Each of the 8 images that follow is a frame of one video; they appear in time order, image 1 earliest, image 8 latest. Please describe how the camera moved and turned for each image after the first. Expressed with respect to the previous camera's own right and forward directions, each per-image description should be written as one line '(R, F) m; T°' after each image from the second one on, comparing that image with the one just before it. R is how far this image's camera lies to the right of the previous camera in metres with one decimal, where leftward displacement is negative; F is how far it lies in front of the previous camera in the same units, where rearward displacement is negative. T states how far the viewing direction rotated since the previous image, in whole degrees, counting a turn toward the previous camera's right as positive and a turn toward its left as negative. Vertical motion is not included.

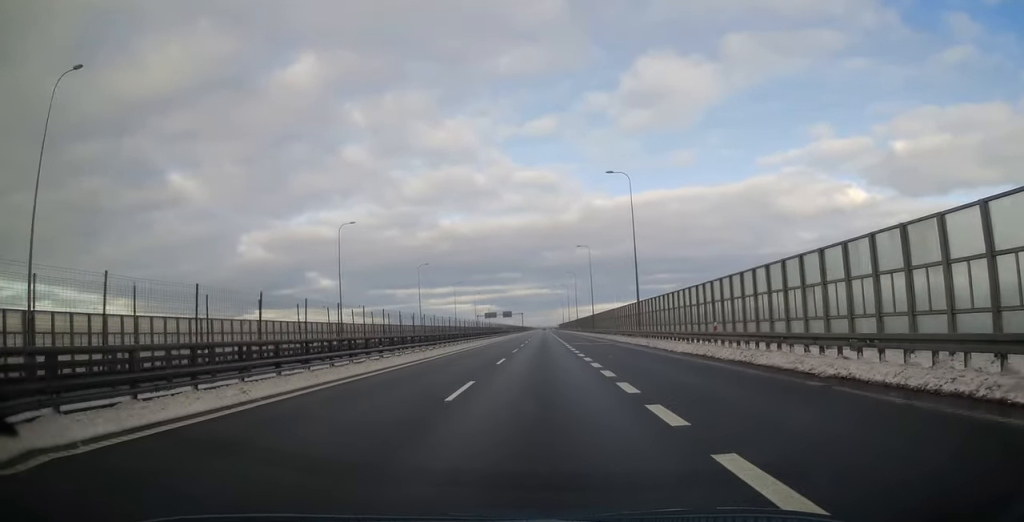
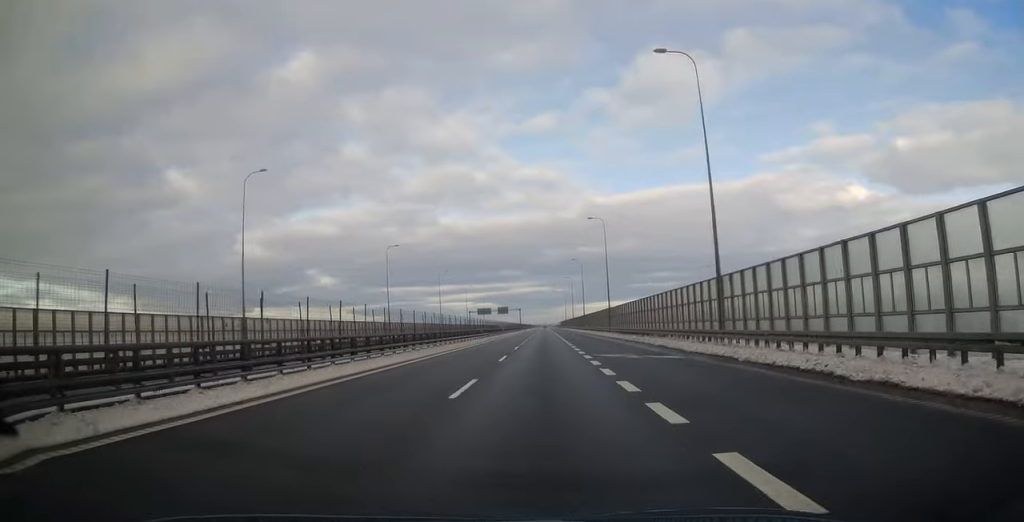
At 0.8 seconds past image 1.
(+0.2, +23.9) m; 0°
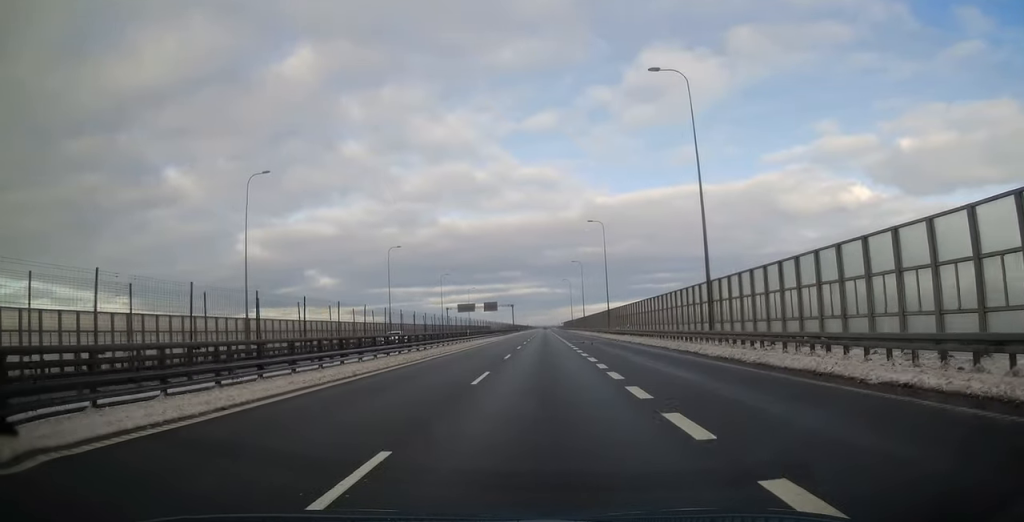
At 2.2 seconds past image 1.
(-0.2, +45.2) m; 0°
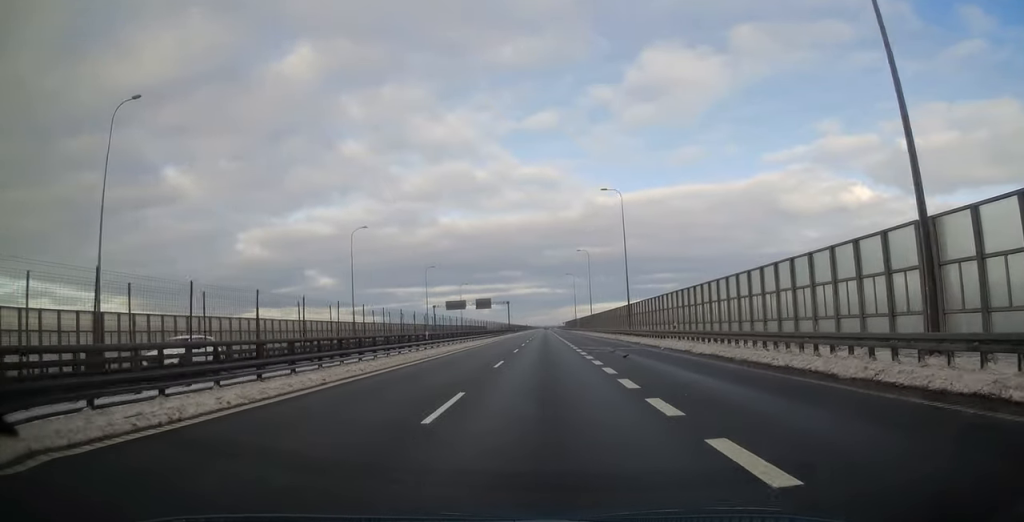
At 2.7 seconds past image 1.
(+0.2, +18.0) m; 0°
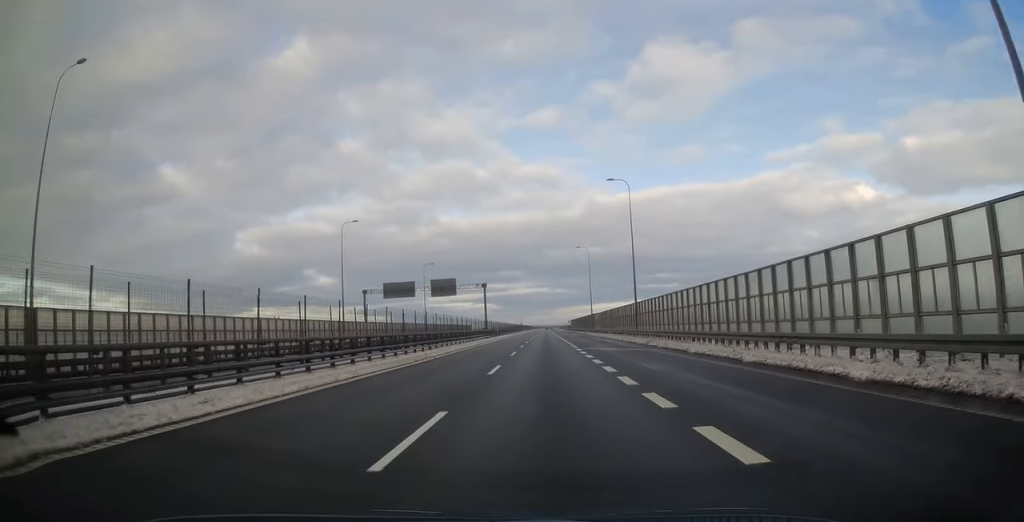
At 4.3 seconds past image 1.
(-0.2, +51.0) m; 0°
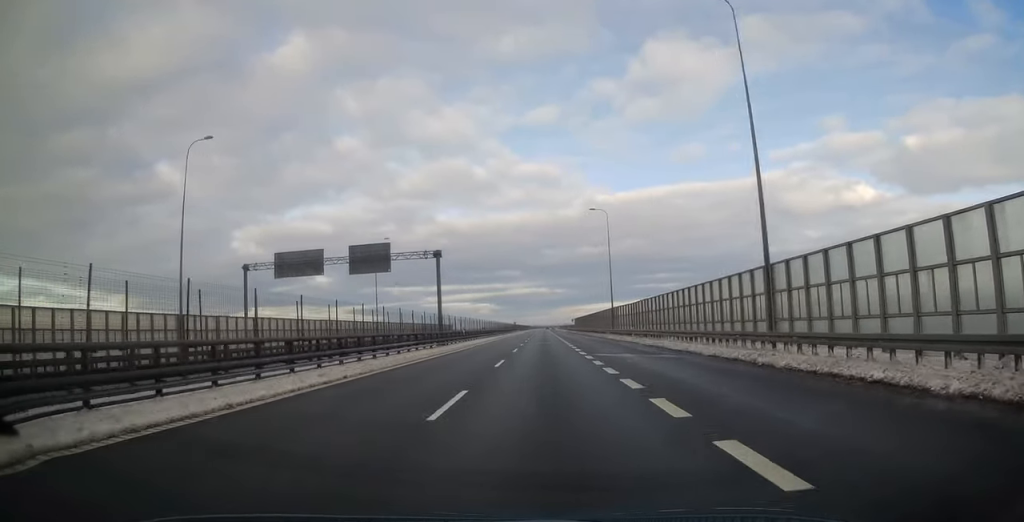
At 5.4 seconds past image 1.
(0.0, +33.0) m; 0°
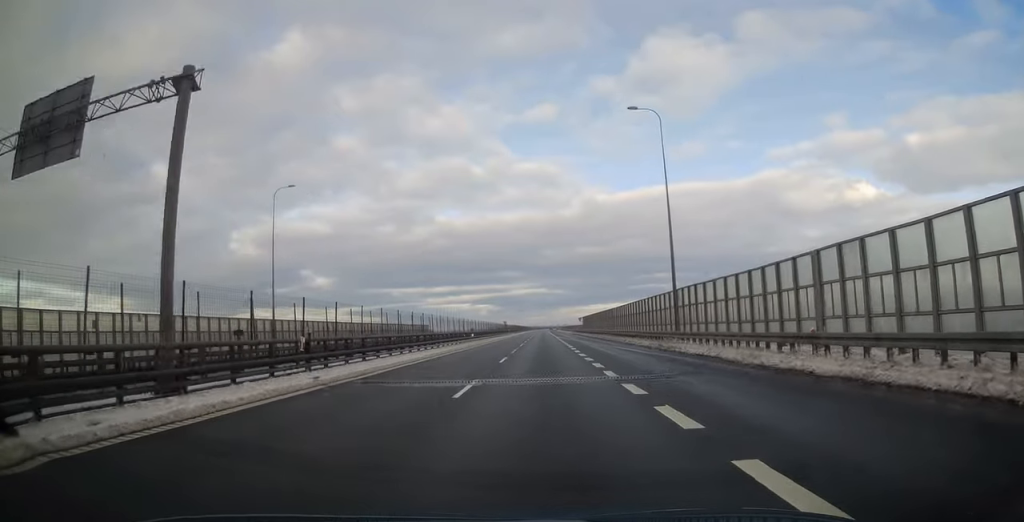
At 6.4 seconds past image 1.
(+0.1, +32.9) m; 0°
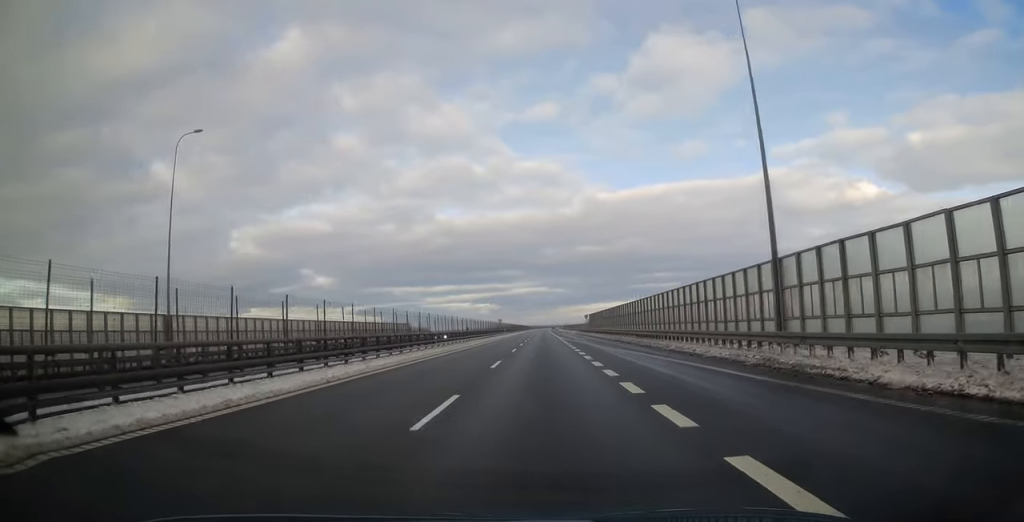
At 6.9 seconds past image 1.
(+0.1, +16.0) m; 0°
